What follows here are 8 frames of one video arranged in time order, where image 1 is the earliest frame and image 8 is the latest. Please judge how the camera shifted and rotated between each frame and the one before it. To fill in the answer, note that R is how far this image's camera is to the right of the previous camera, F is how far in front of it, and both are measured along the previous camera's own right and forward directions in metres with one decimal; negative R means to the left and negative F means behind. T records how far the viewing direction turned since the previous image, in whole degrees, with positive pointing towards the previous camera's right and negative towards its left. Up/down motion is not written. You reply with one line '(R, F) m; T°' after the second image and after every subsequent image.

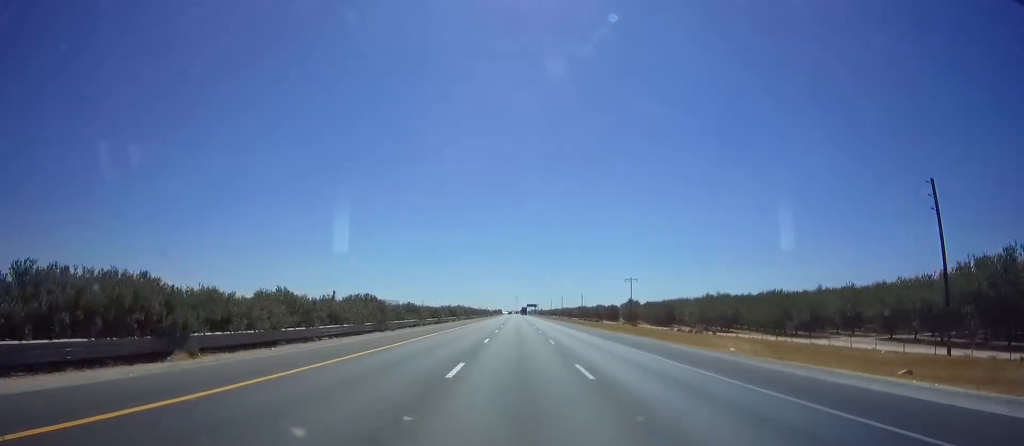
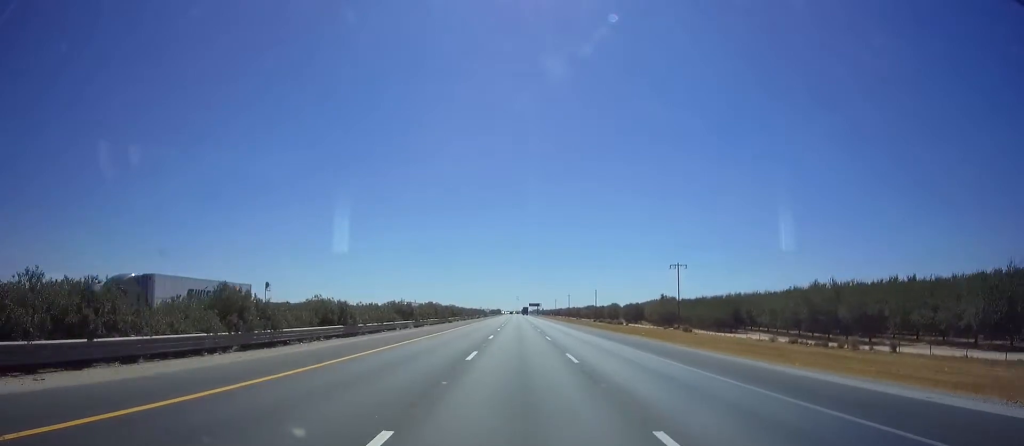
(+0.1, +39.0) m; +1°
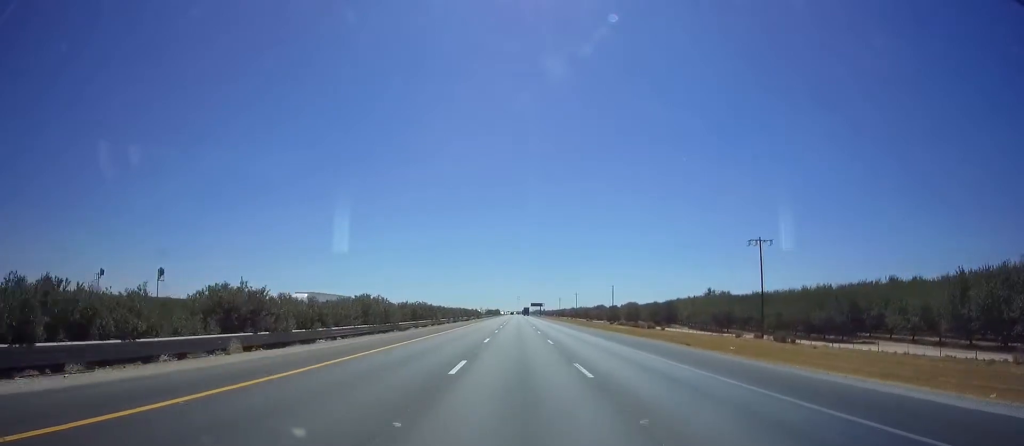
(+0.3, +33.4) m; 0°
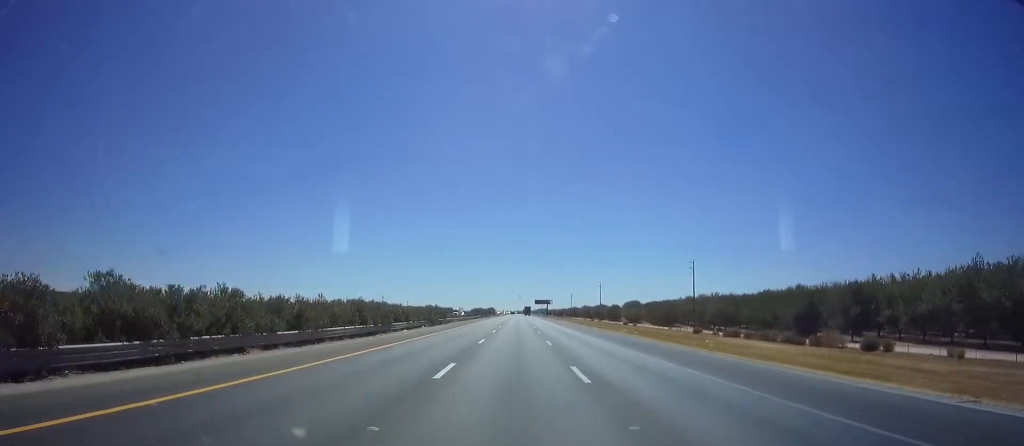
(-1.2, +74.6) m; -1°
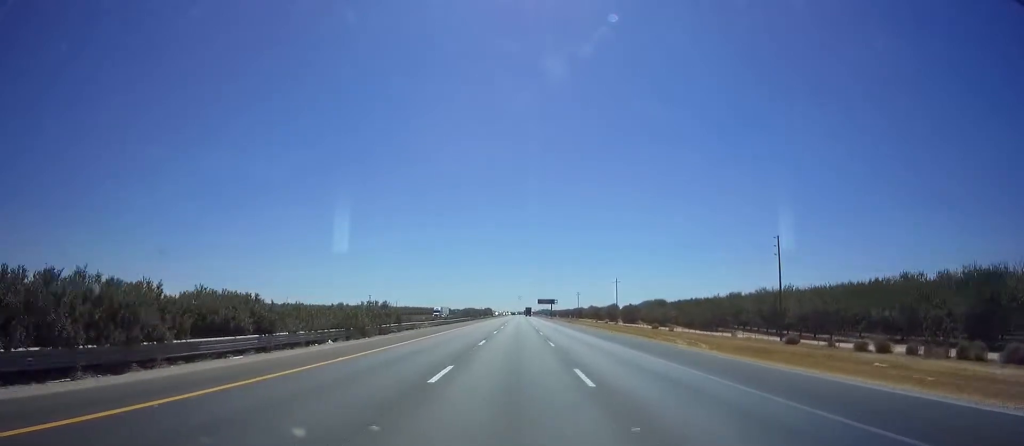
(+0.4, +30.0) m; +1°
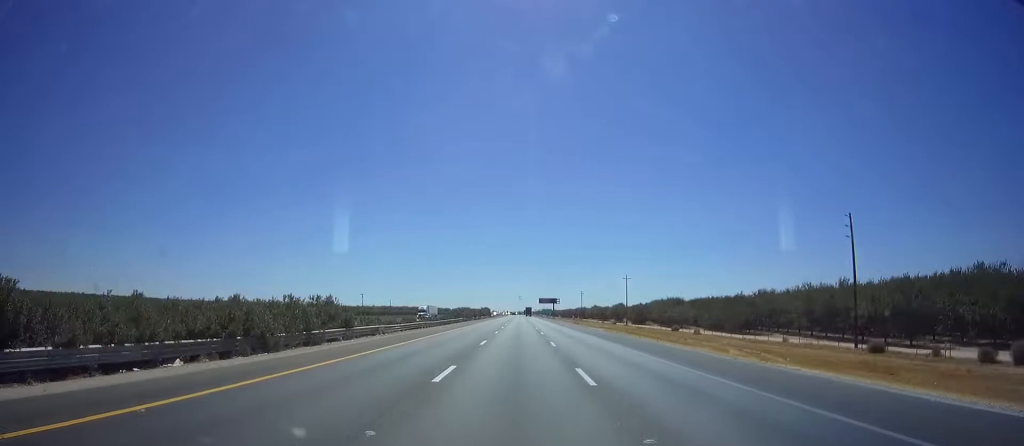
(+0.1, +14.4) m; 0°
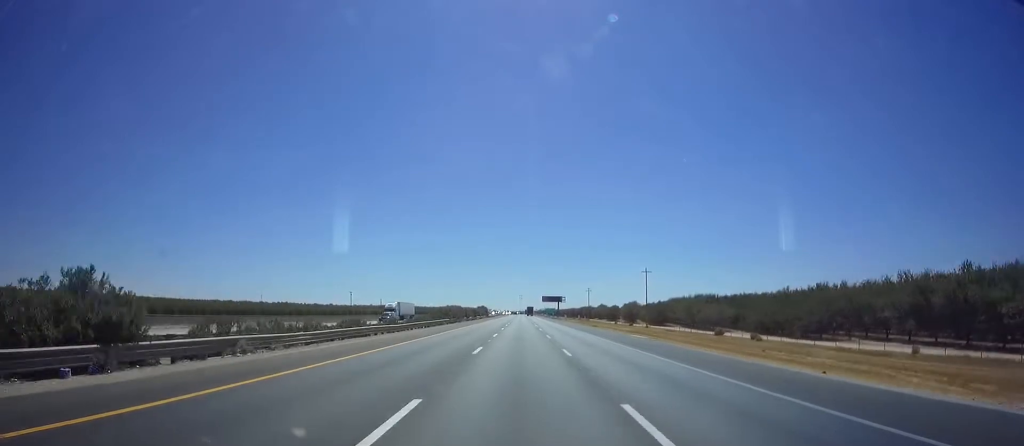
(+0.1, +21.1) m; -1°
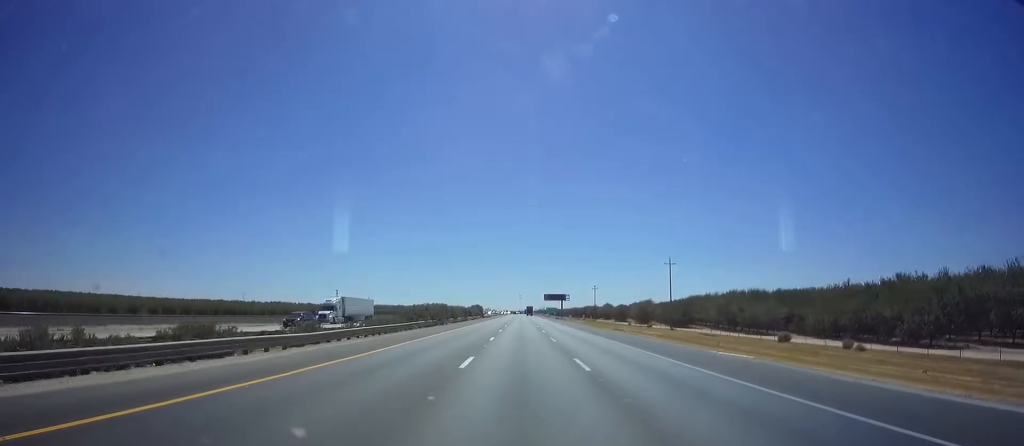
(-0.3, +20.0) m; 0°
